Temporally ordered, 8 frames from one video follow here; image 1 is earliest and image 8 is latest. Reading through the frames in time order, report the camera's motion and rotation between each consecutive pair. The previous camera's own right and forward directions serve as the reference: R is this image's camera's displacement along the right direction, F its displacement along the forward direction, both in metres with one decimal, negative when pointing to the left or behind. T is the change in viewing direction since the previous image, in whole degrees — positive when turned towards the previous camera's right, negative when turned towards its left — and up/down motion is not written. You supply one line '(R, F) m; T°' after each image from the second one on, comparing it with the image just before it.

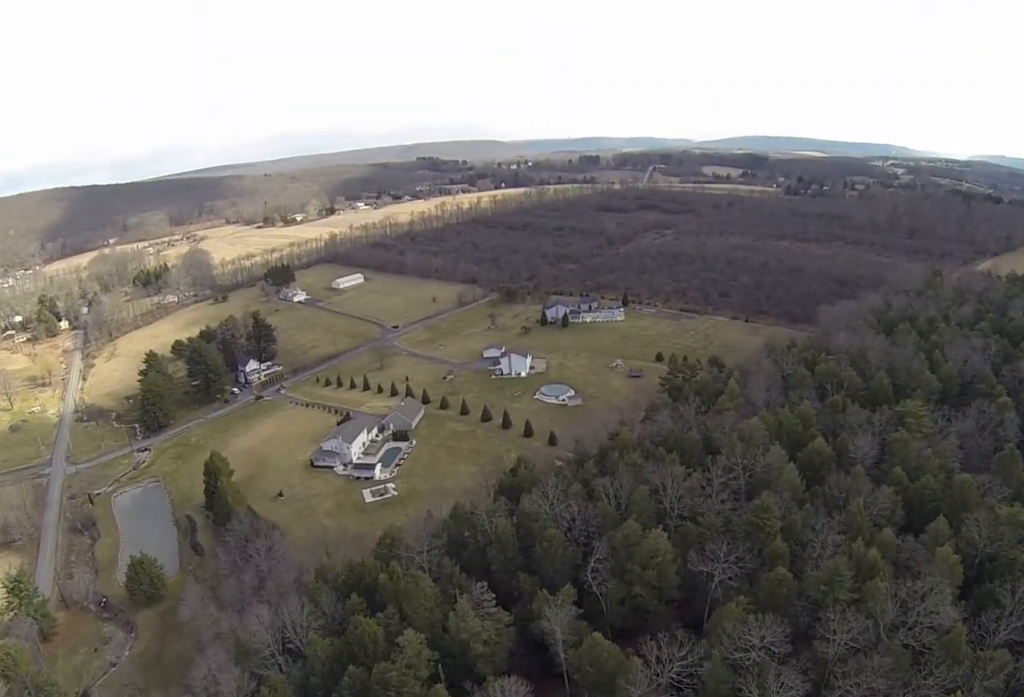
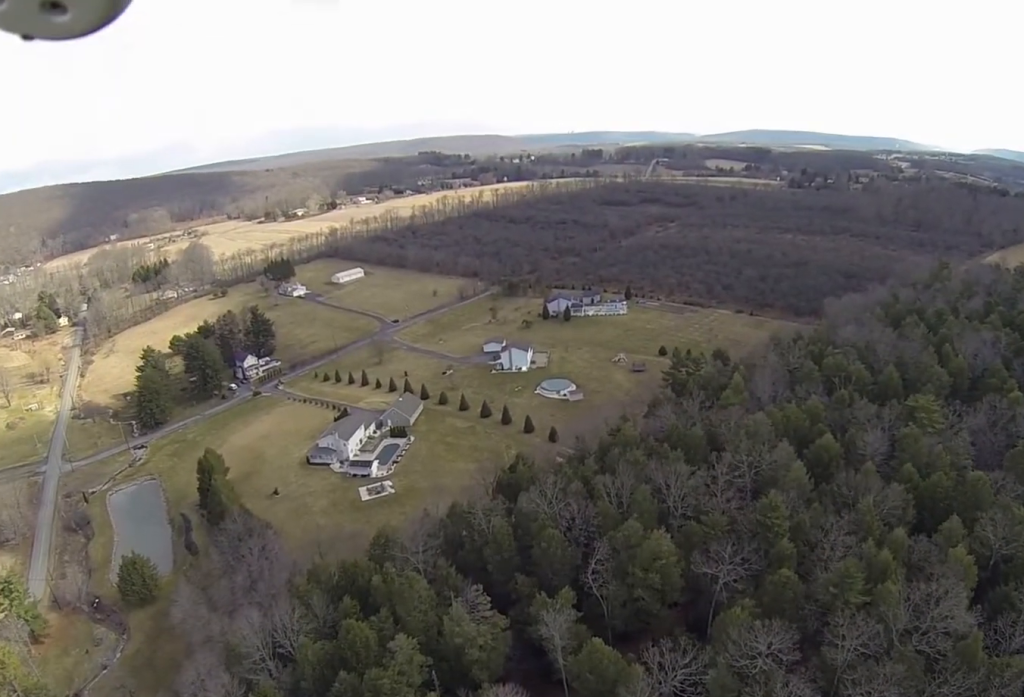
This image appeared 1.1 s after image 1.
(-0.6, +10.5) m; -6°
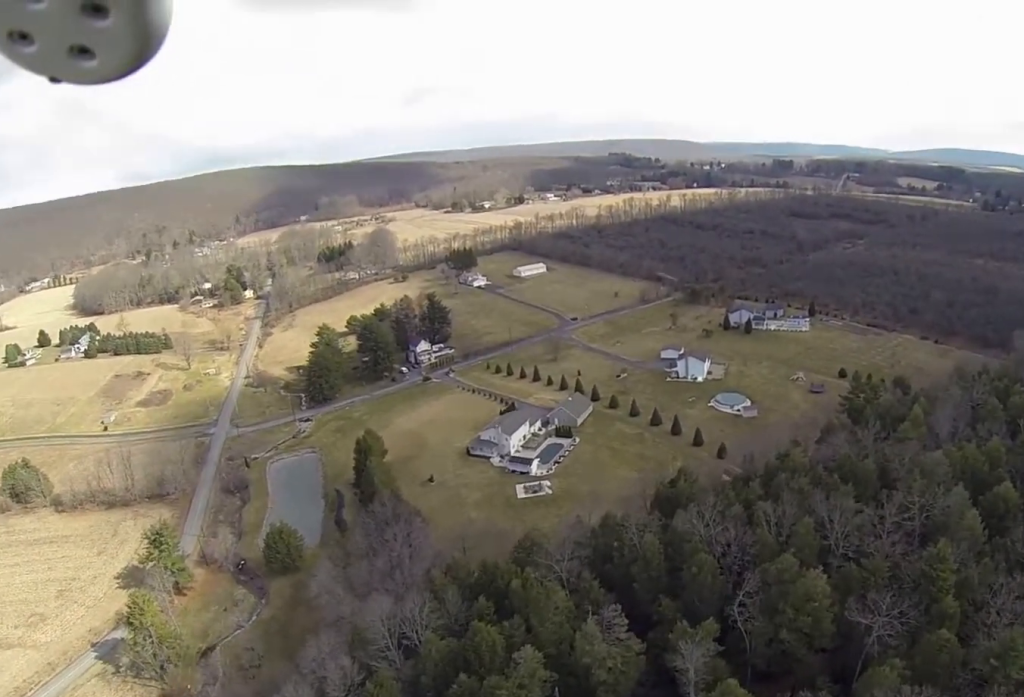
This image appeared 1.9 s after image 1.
(-0.5, +10.8) m; -4°
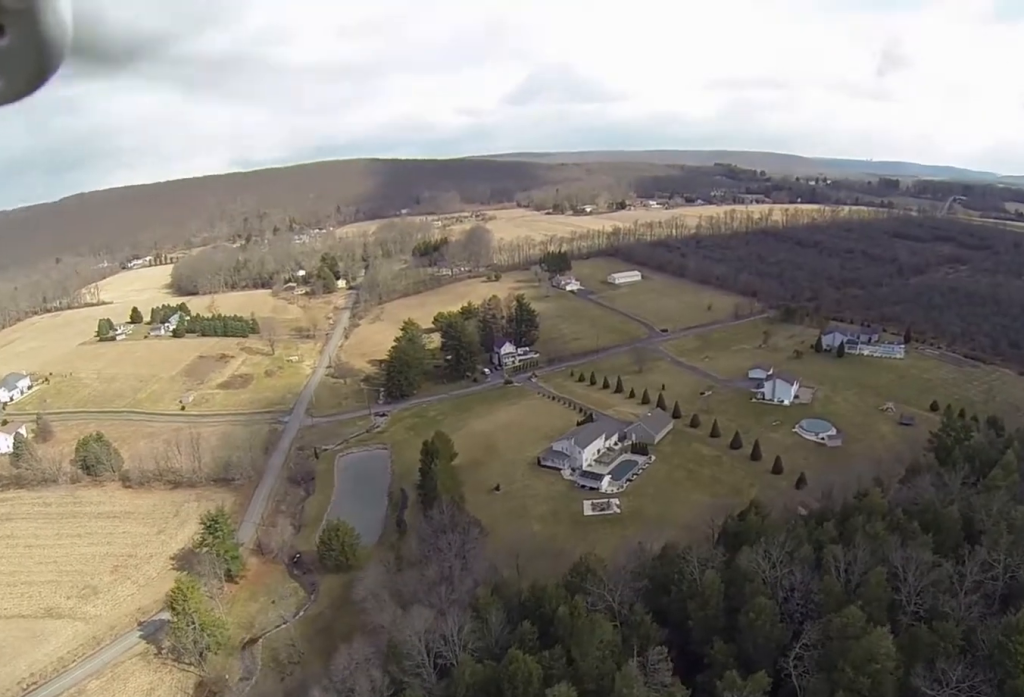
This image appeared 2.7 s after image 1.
(0.0, +10.3) m; -3°
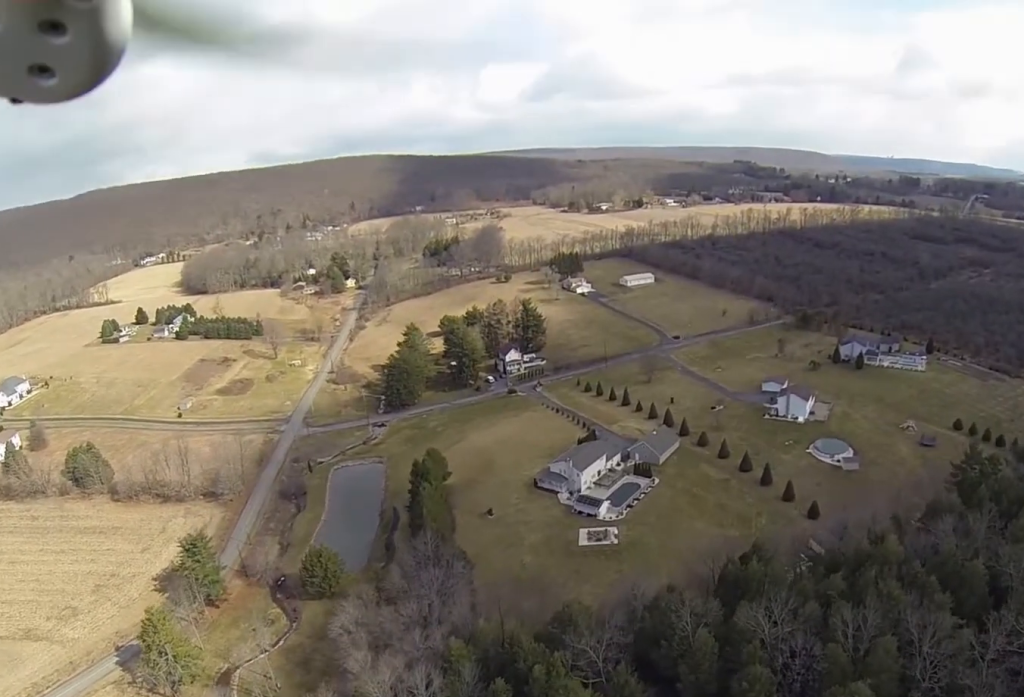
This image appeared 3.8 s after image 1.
(-0.7, +16.7) m; -2°
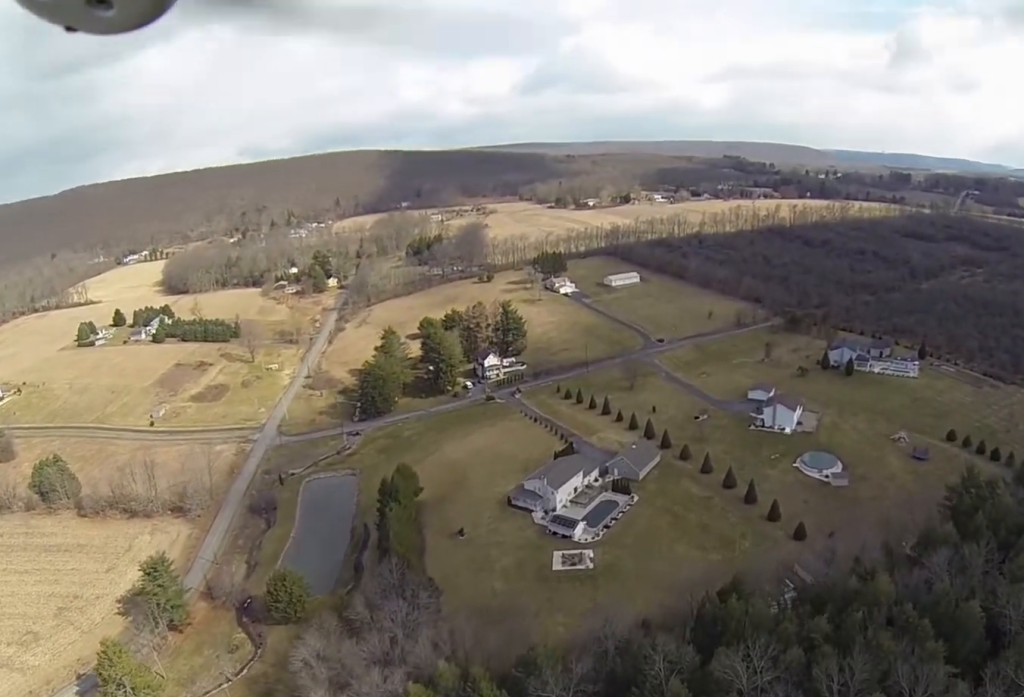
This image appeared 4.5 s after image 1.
(0.0, +10.5) m; 0°
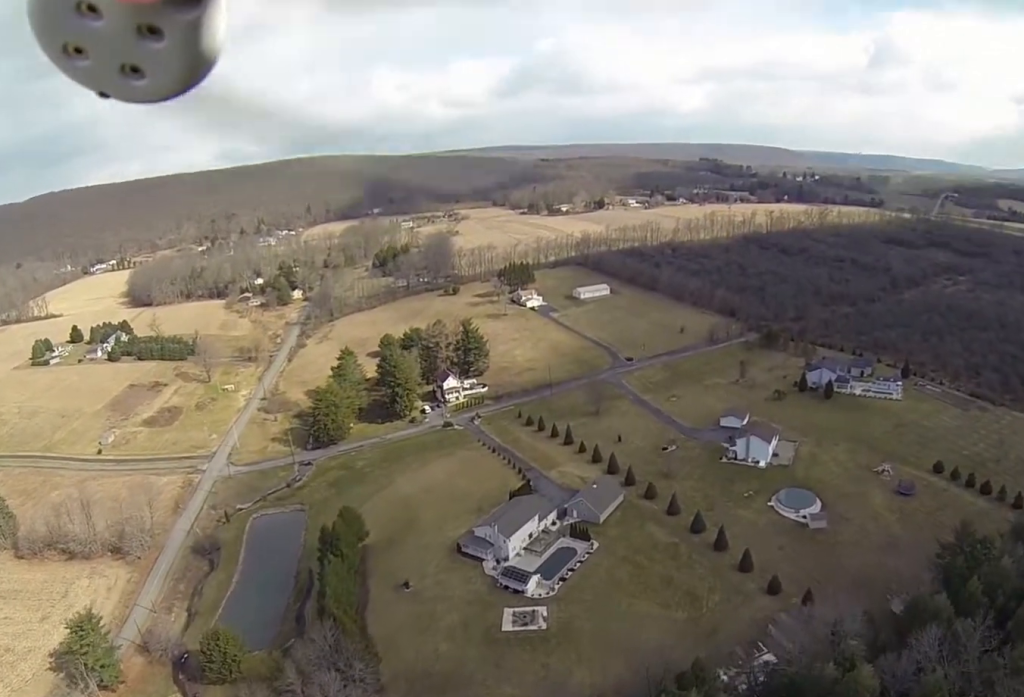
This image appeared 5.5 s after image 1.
(0.0, +16.8) m; 0°
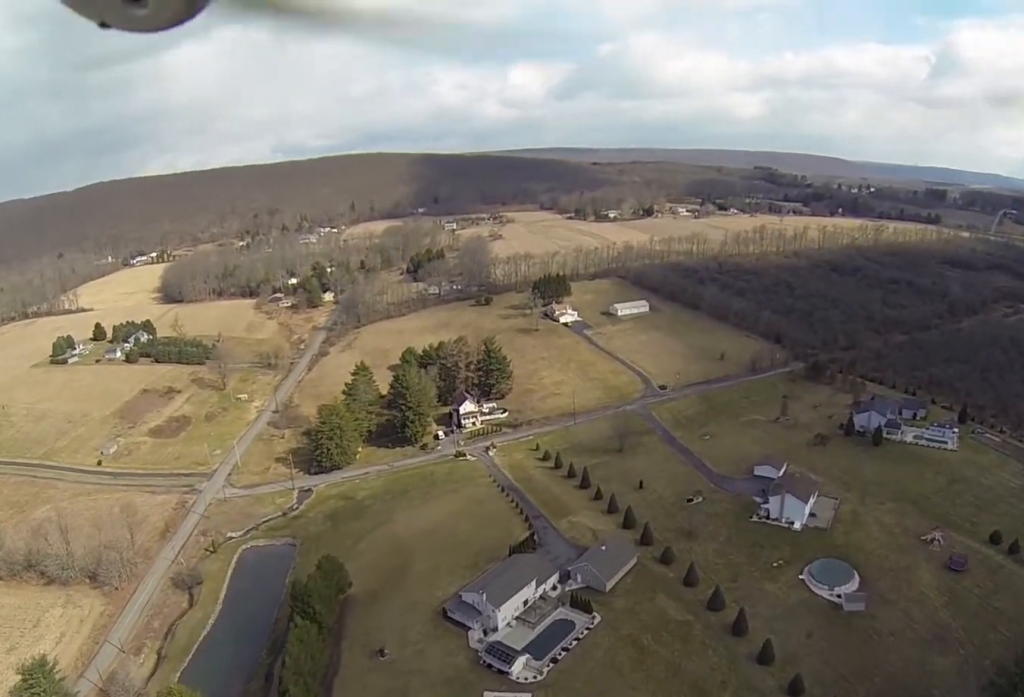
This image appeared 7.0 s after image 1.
(-0.2, +23.5) m; -2°
